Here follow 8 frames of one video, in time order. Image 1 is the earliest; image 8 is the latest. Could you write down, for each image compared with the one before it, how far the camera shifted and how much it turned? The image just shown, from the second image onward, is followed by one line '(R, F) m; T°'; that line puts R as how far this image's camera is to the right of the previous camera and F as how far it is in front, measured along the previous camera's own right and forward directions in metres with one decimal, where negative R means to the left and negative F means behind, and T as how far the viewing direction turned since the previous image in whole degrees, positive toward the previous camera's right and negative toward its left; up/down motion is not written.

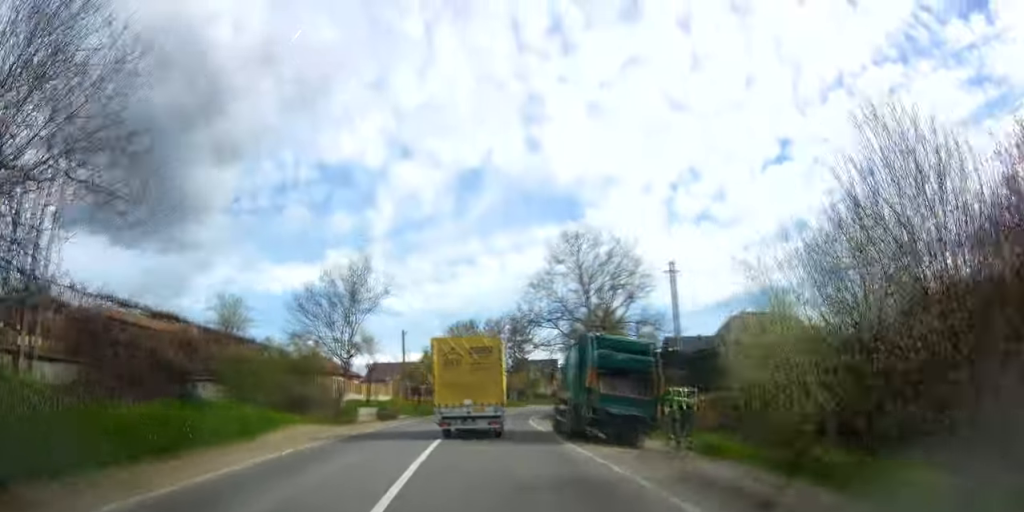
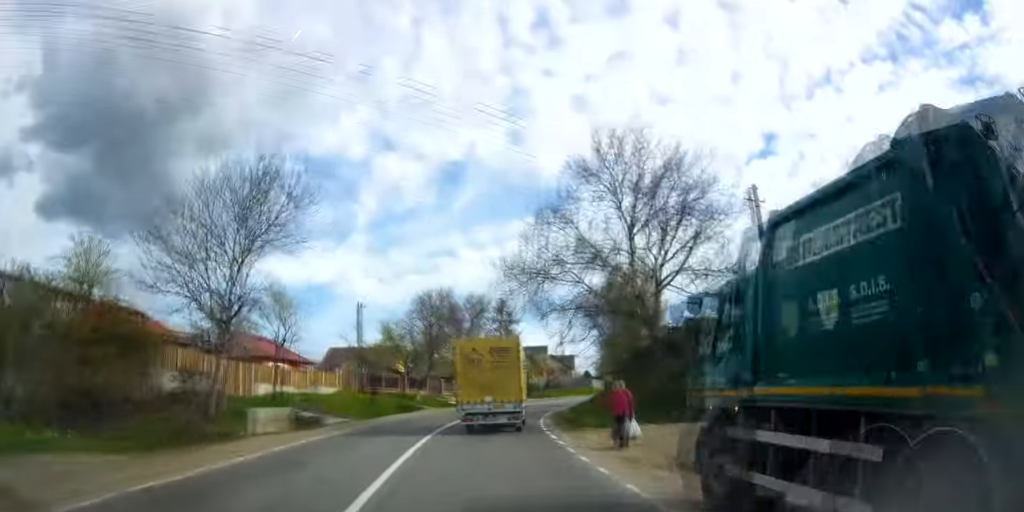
(0.0, +16.7) m; +1°
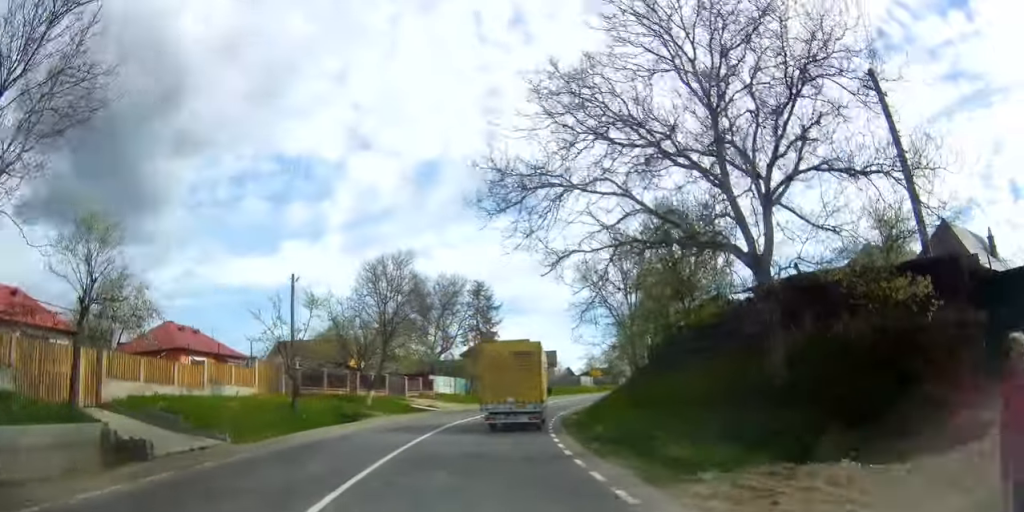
(+0.2, +13.5) m; +1°
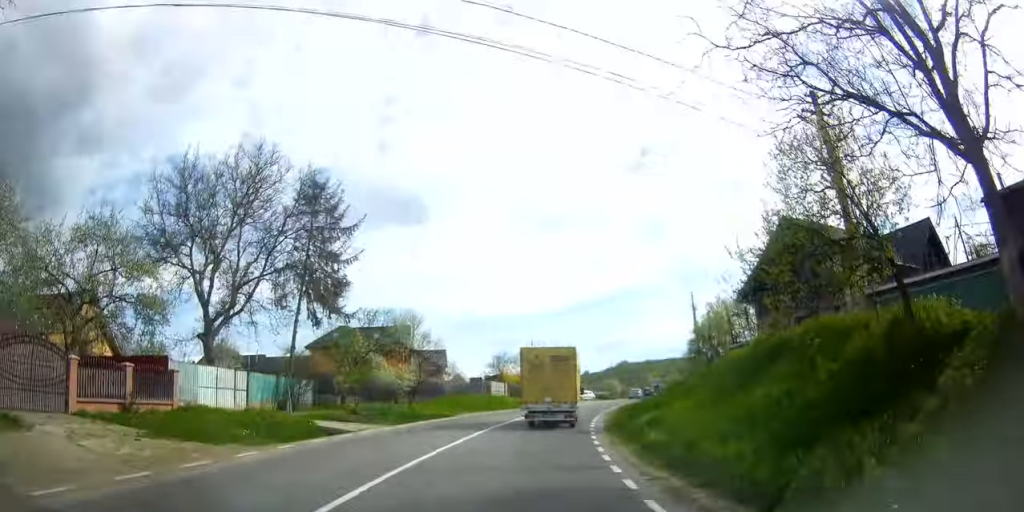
(+1.0, +34.9) m; +5°
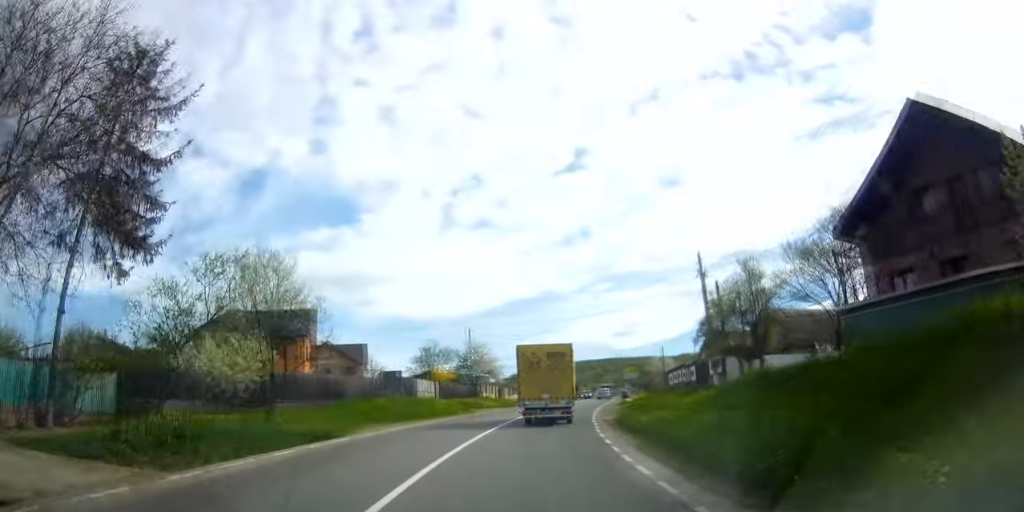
(+0.3, +14.8) m; +7°
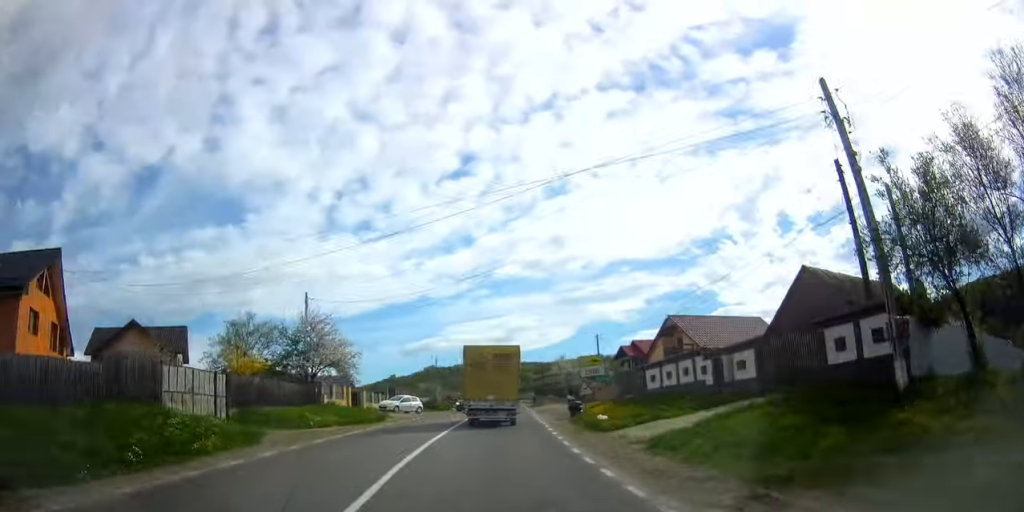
(+3.3, +23.8) m; +13°
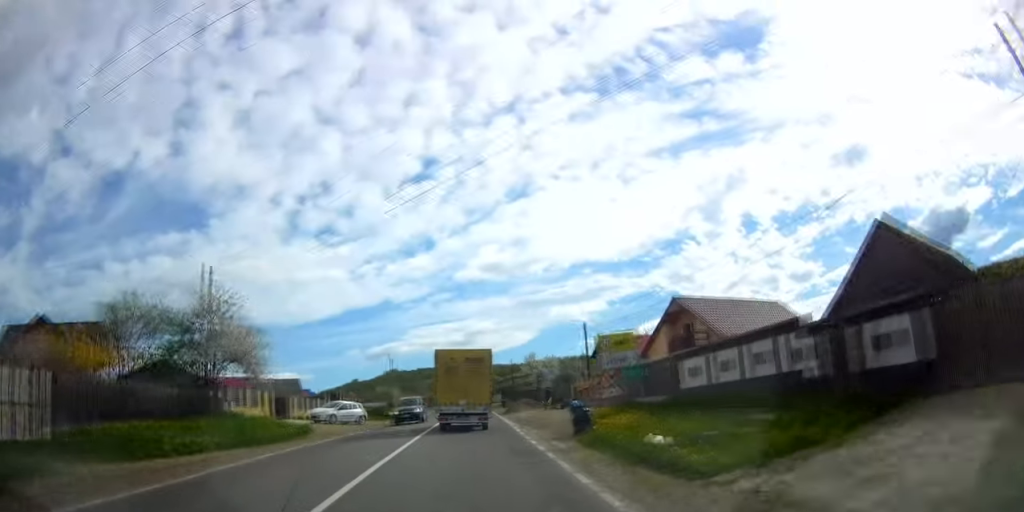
(+0.3, +10.7) m; +4°
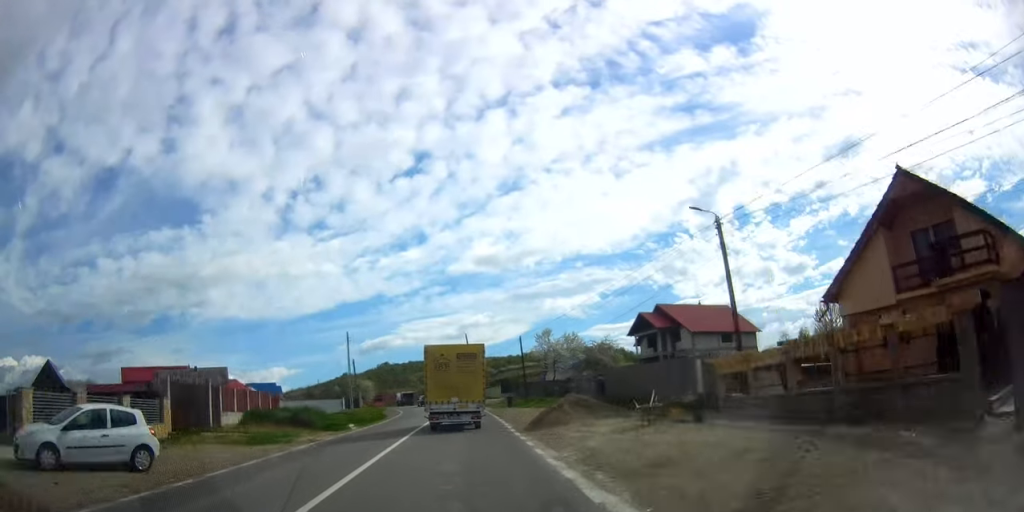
(+1.3, +25.8) m; +4°
